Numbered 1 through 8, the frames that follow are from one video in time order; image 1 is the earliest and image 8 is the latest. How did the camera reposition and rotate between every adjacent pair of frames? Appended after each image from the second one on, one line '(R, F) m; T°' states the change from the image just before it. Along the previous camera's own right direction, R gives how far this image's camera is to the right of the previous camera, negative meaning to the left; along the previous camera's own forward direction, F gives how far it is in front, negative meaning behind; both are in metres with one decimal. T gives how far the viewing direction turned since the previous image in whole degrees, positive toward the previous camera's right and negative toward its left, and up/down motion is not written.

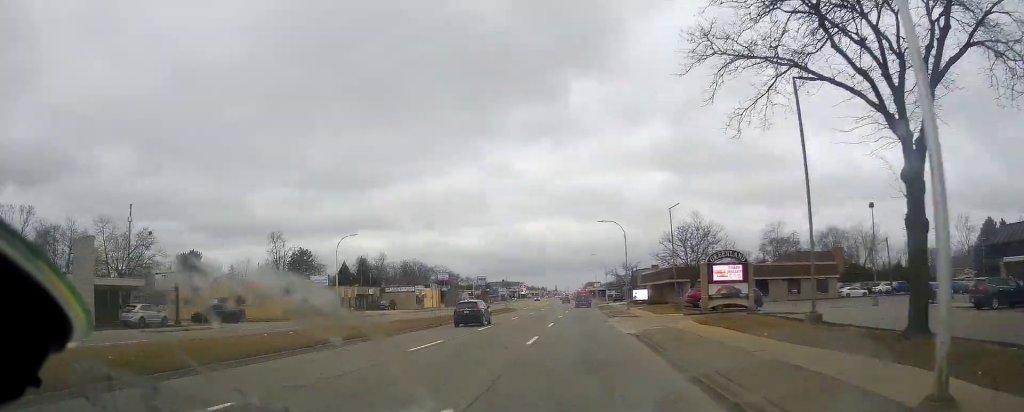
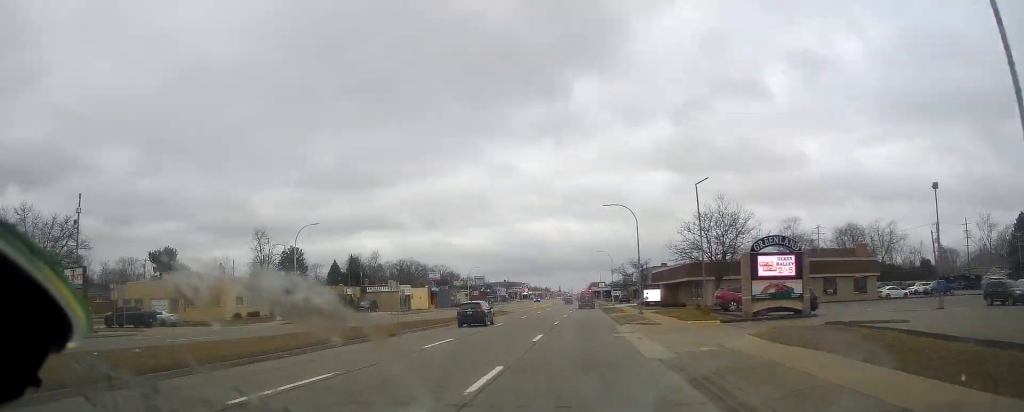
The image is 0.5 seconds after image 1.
(0.0, +10.5) m; 0°
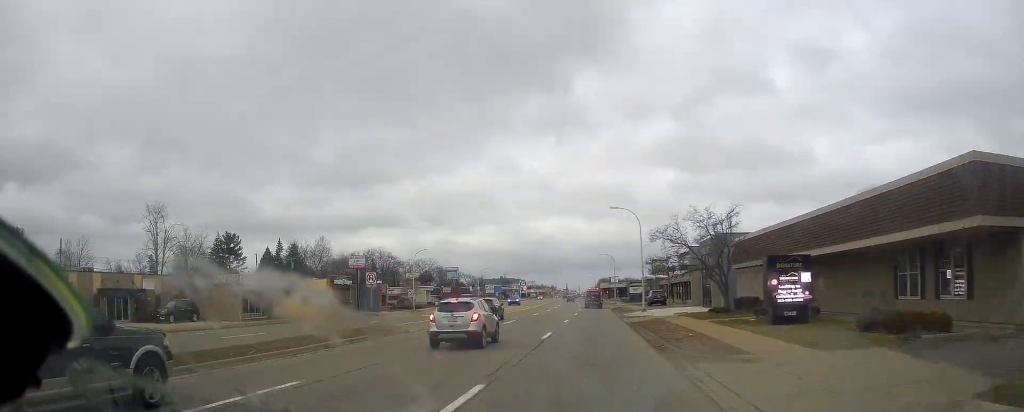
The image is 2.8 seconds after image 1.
(0.0, +45.2) m; 0°
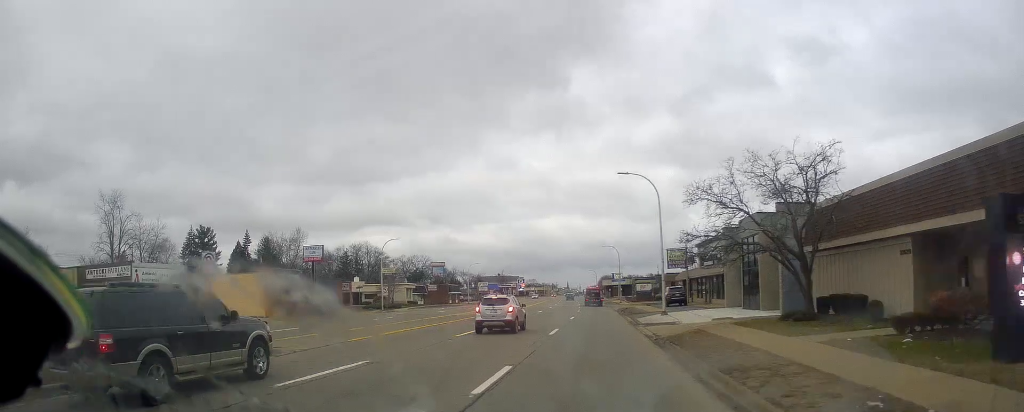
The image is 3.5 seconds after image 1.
(0.0, +13.6) m; 0°
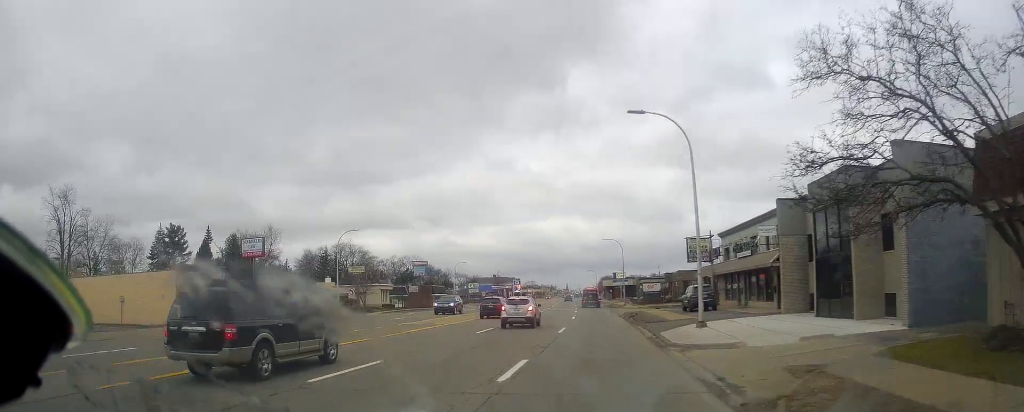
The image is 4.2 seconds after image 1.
(0.0, +12.9) m; 0°
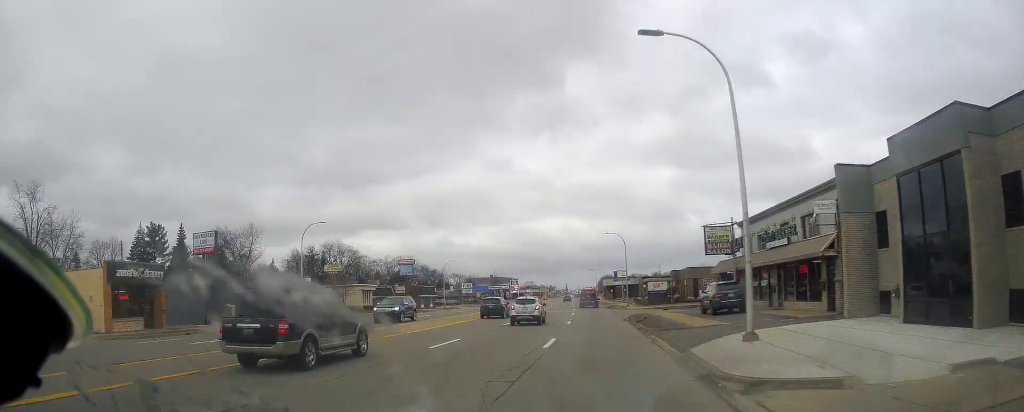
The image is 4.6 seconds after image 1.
(0.0, +7.8) m; 0°
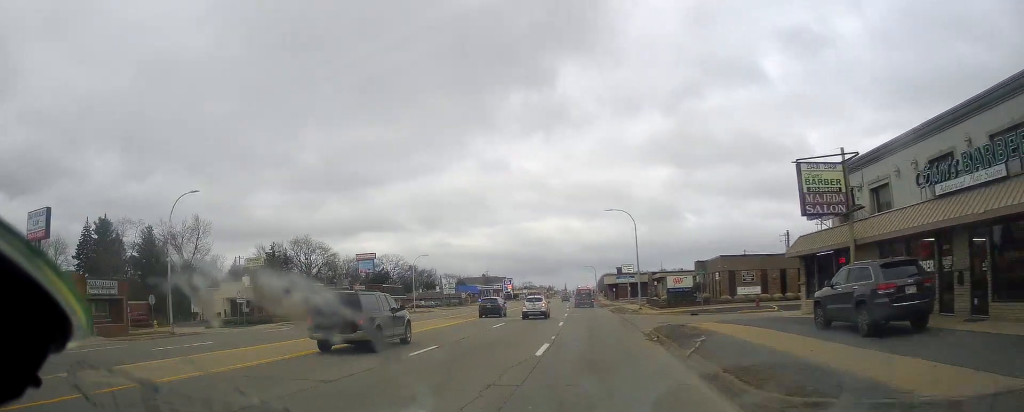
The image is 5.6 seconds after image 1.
(0.0, +18.8) m; 0°
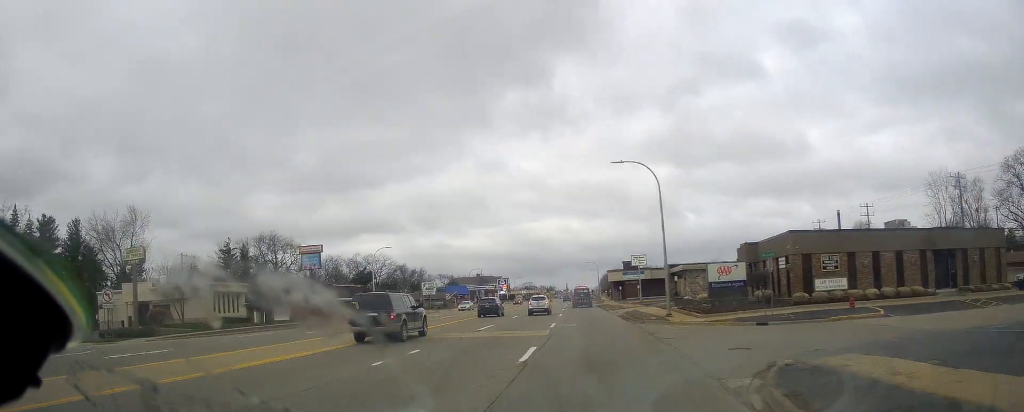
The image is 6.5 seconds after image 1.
(0.0, +18.2) m; -1°
